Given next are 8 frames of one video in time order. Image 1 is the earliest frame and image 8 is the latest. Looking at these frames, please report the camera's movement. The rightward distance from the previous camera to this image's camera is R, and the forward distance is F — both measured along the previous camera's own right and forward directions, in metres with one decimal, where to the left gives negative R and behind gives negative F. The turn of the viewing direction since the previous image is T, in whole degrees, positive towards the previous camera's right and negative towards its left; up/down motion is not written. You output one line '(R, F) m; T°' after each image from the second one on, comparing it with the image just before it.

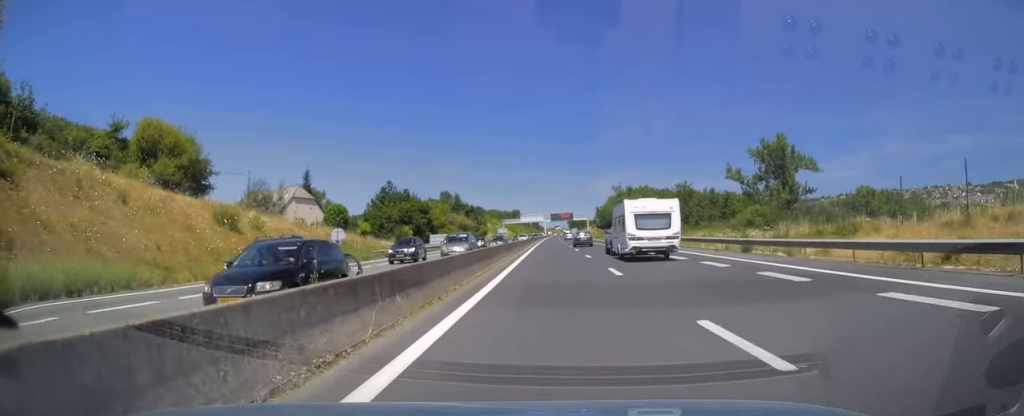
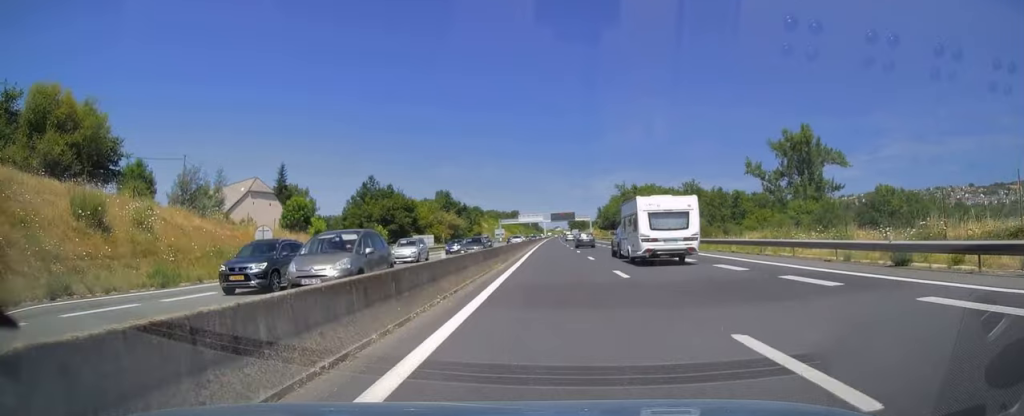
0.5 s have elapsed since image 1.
(-0.1, +14.1) m; 0°
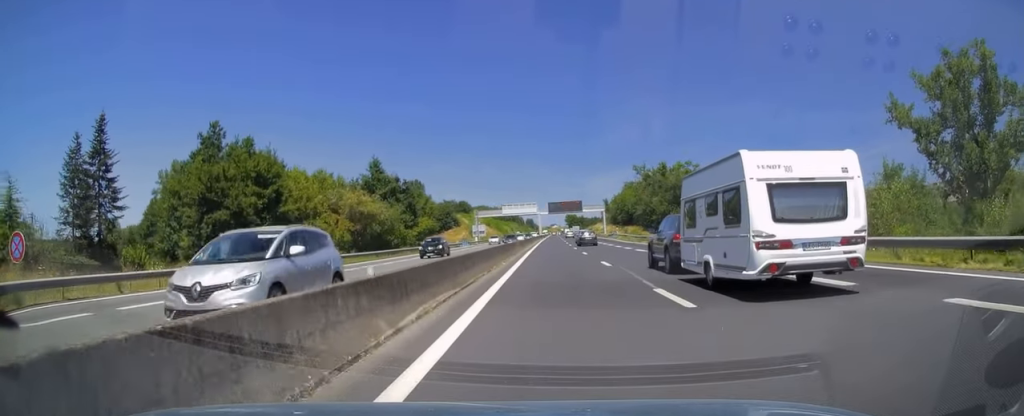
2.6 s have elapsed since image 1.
(0.0, +59.0) m; 0°
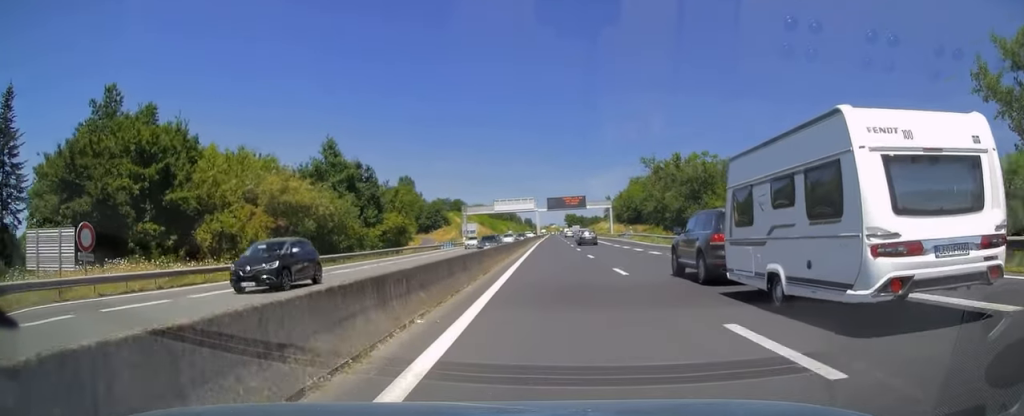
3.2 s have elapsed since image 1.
(0.0, +18.2) m; 0°
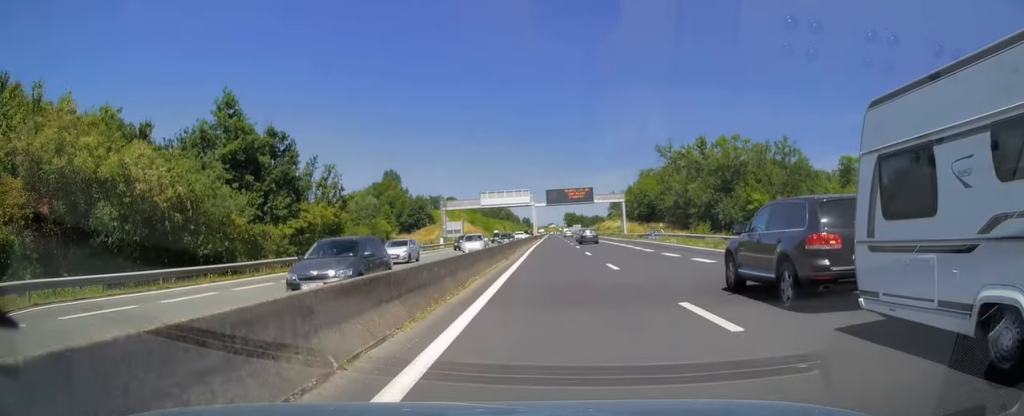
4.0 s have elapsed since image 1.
(0.0, +23.5) m; 0°
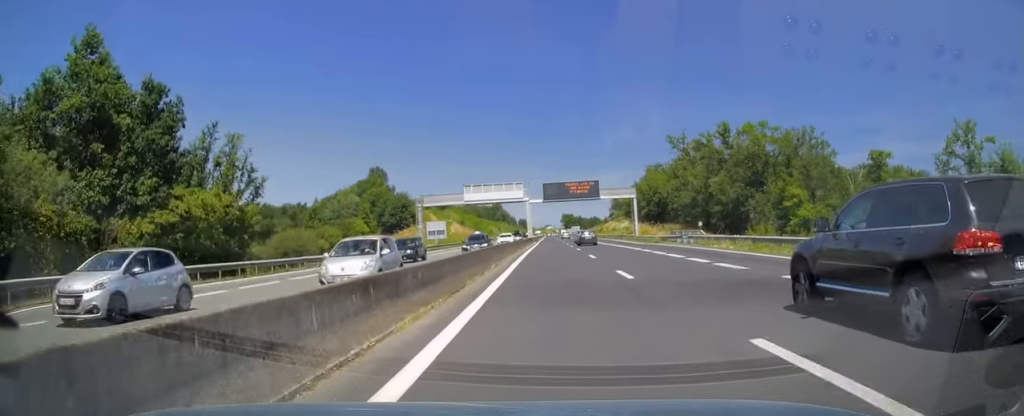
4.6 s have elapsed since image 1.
(+0.1, +16.9) m; 0°
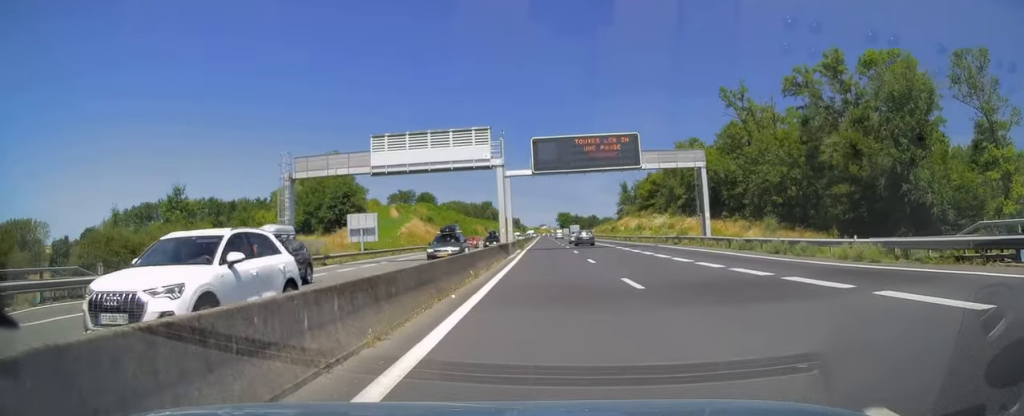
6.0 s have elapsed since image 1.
(0.0, +41.9) m; 0°
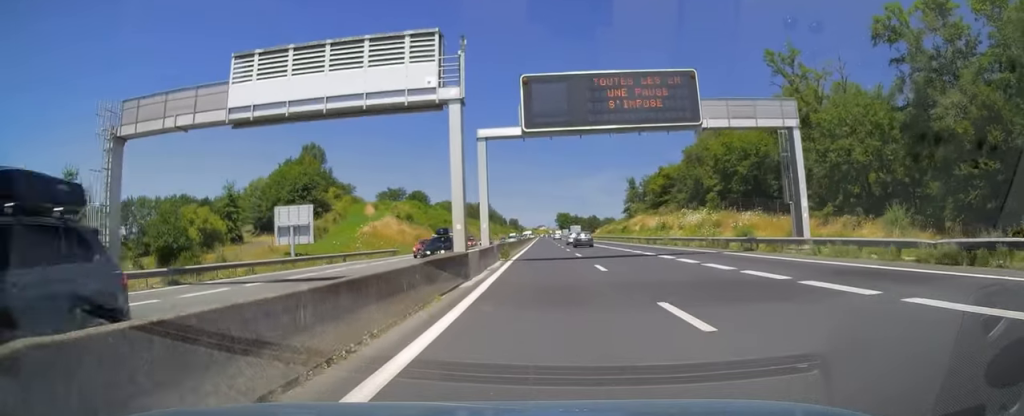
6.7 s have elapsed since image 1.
(+0.1, +18.8) m; 0°
